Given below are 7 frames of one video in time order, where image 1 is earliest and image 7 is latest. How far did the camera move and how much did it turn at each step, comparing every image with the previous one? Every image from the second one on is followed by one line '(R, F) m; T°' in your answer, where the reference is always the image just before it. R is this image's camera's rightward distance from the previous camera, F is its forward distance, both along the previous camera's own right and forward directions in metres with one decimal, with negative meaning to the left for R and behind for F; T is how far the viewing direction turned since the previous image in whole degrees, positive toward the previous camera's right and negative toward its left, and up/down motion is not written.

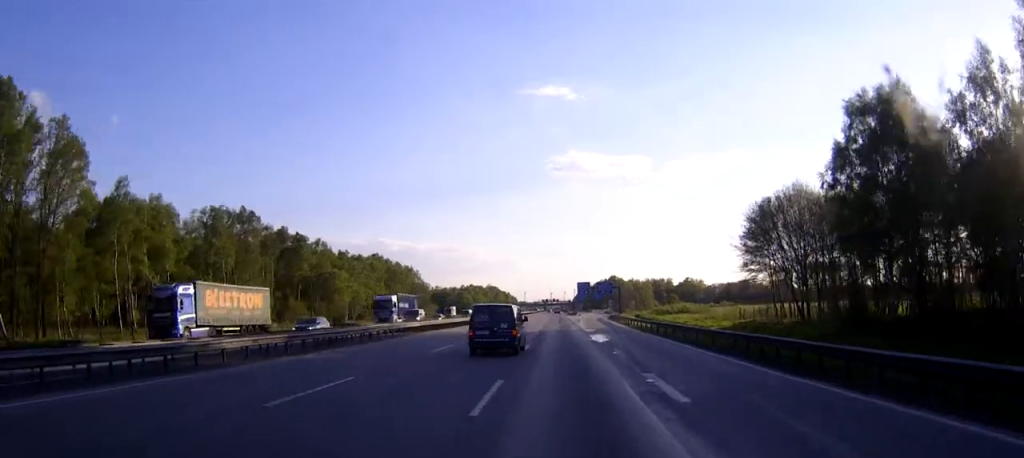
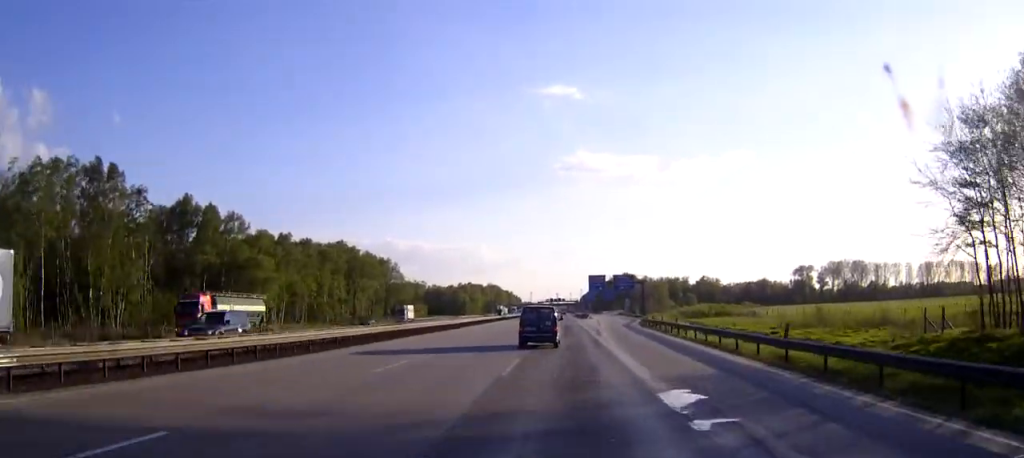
(-0.3, +45.1) m; 0°
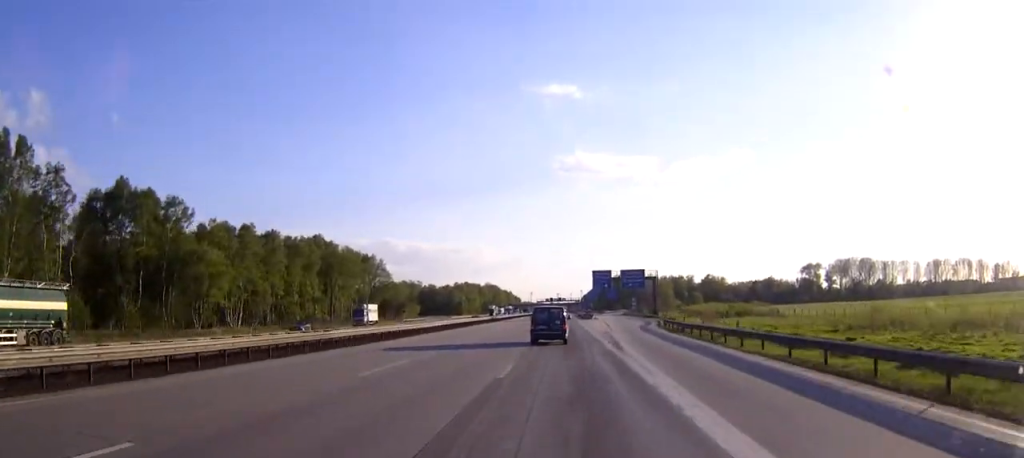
(0.0, +18.6) m; 0°
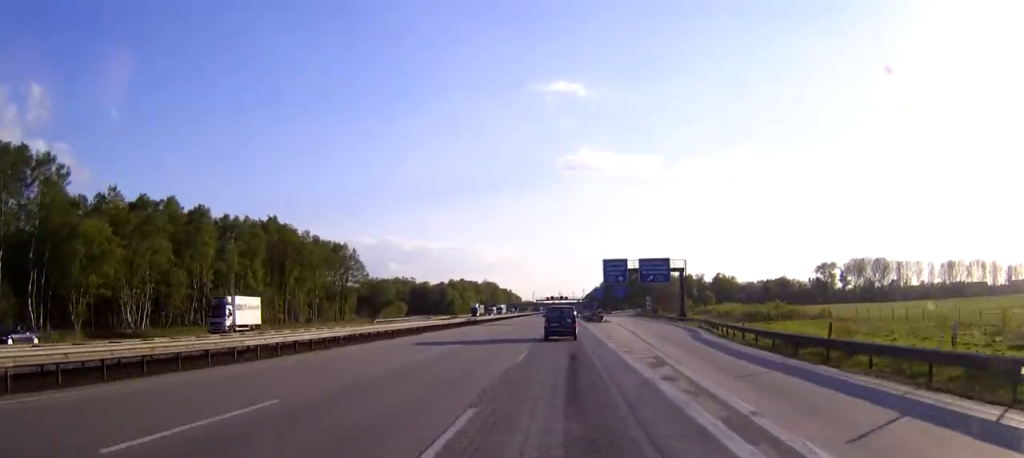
(0.0, +29.3) m; 0°
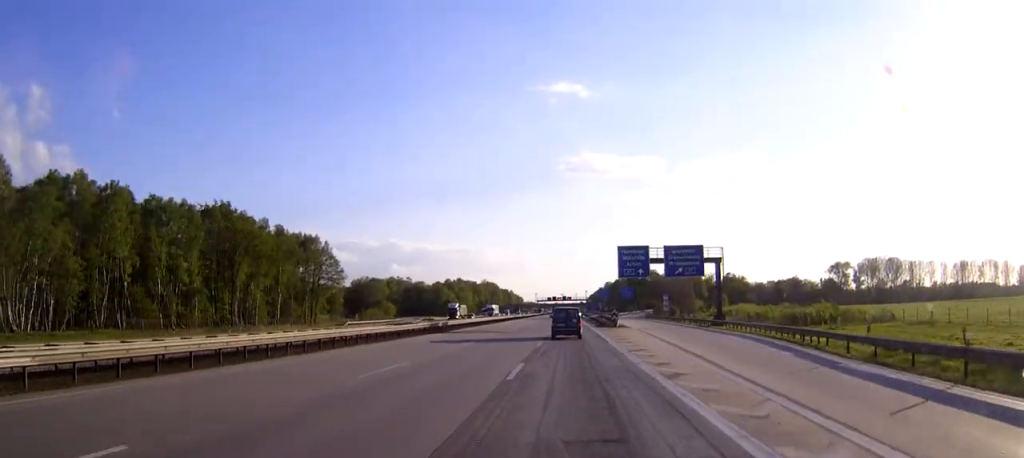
(-0.1, +23.4) m; 0°
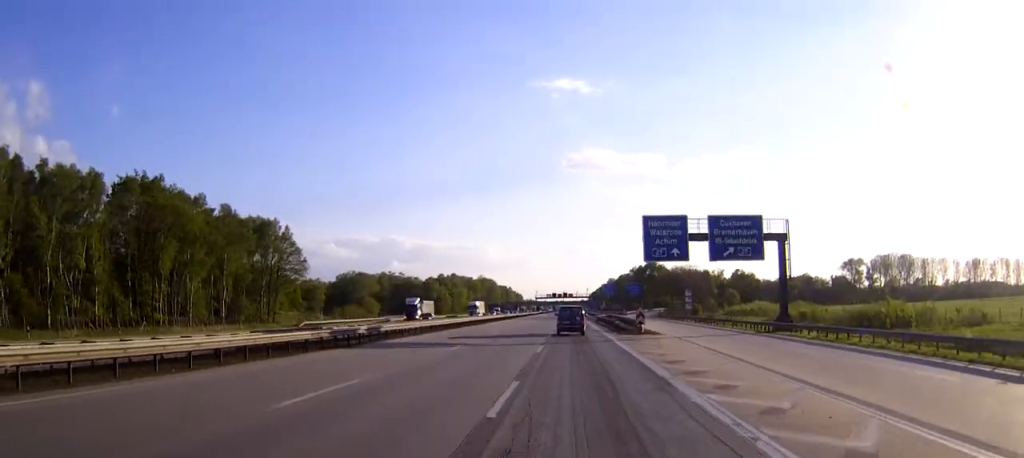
(0.0, +24.3) m; 0°
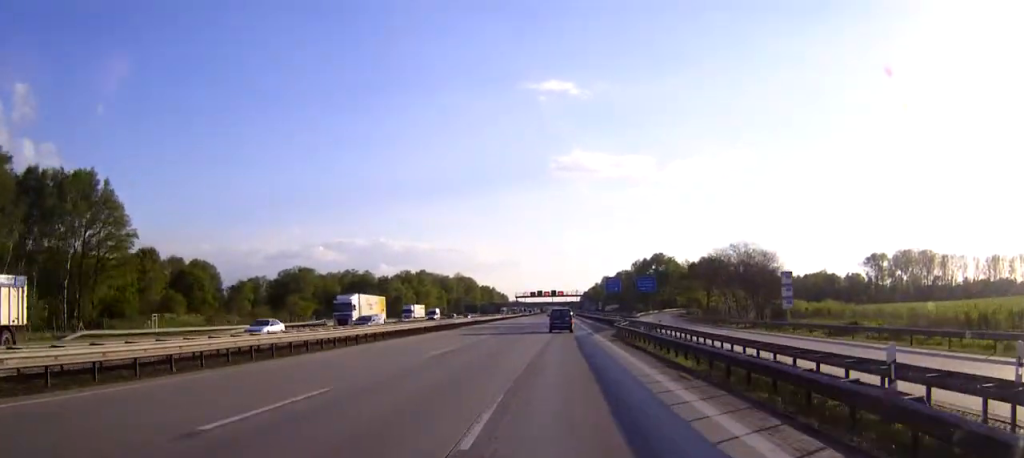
(+0.2, +56.4) m; 0°
